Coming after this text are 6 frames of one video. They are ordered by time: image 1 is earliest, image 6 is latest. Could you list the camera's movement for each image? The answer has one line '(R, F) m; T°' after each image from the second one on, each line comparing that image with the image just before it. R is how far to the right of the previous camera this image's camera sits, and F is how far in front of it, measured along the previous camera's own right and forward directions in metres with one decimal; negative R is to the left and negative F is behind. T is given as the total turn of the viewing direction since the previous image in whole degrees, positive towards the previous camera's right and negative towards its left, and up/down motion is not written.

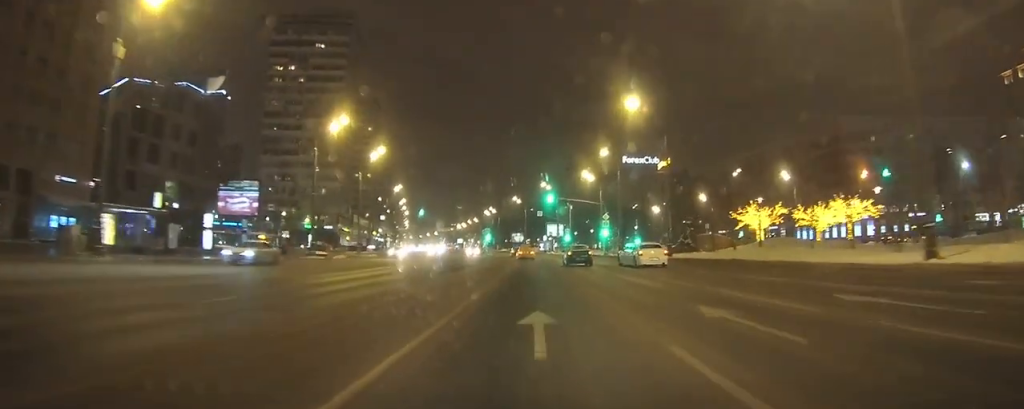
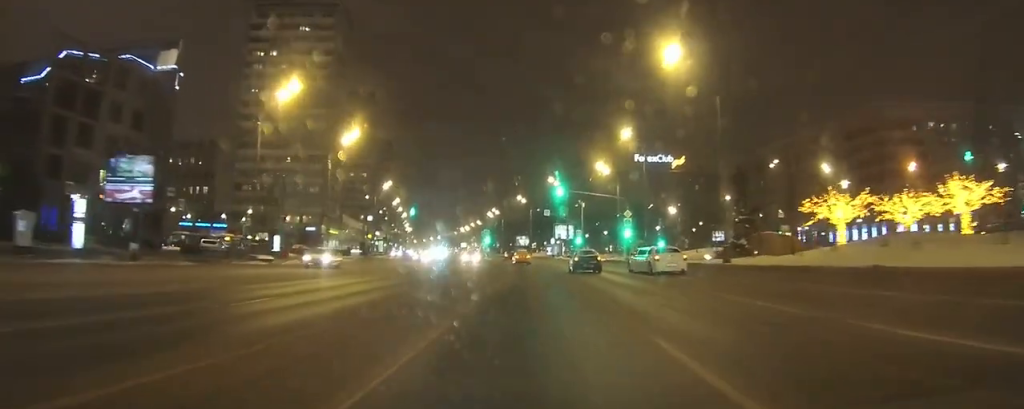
(-0.1, +15.2) m; -1°
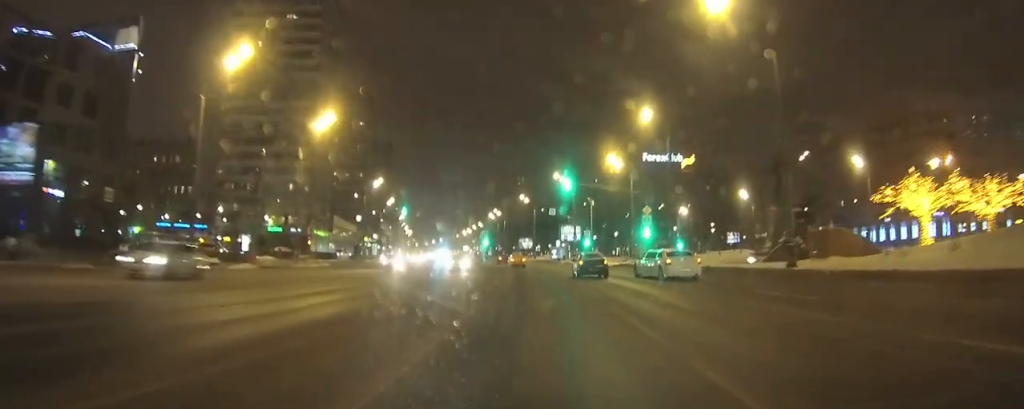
(-0.1, +11.3) m; -1°
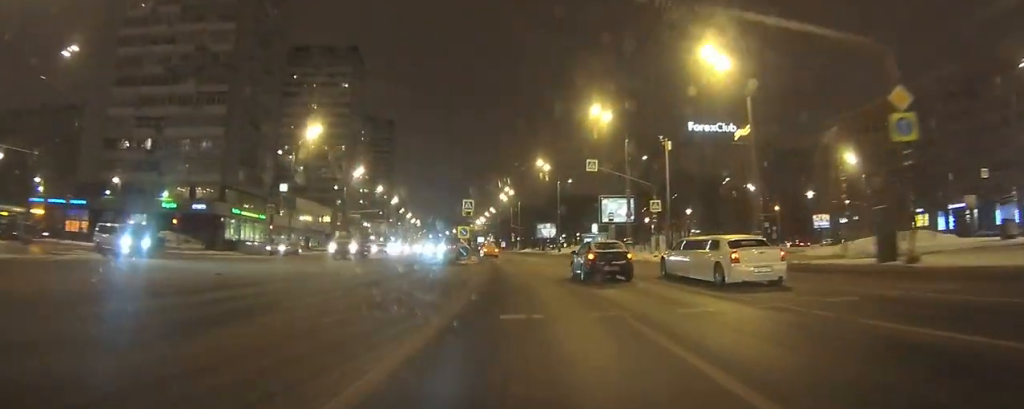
(-1.2, +49.2) m; -3°
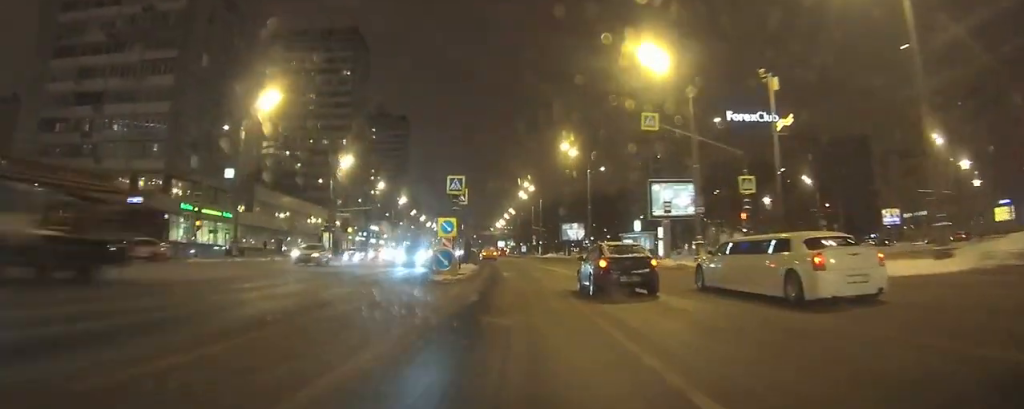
(-0.4, +19.4) m; -3°
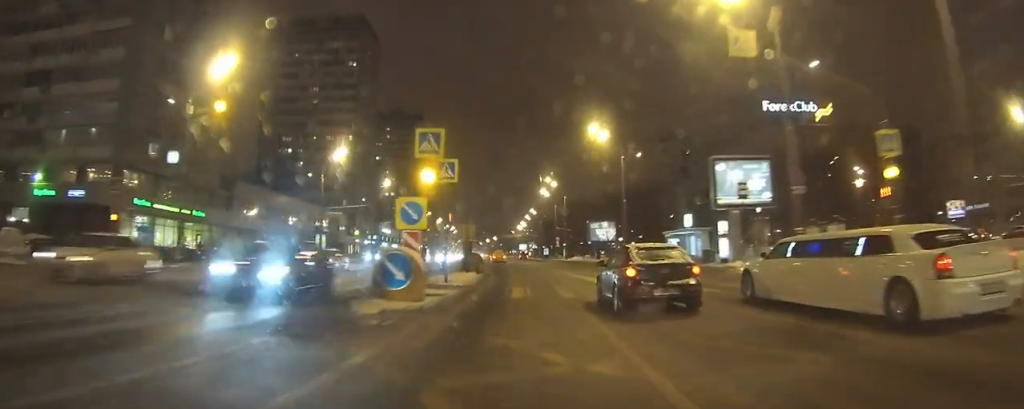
(-0.3, +12.5) m; -2°
